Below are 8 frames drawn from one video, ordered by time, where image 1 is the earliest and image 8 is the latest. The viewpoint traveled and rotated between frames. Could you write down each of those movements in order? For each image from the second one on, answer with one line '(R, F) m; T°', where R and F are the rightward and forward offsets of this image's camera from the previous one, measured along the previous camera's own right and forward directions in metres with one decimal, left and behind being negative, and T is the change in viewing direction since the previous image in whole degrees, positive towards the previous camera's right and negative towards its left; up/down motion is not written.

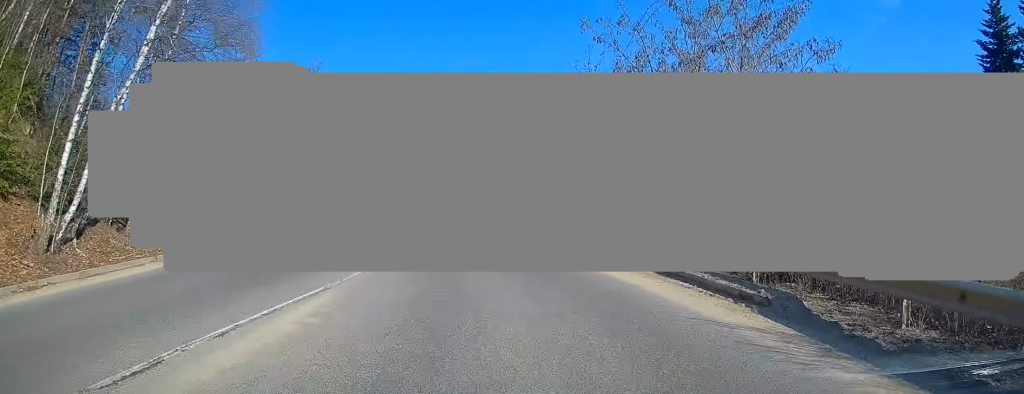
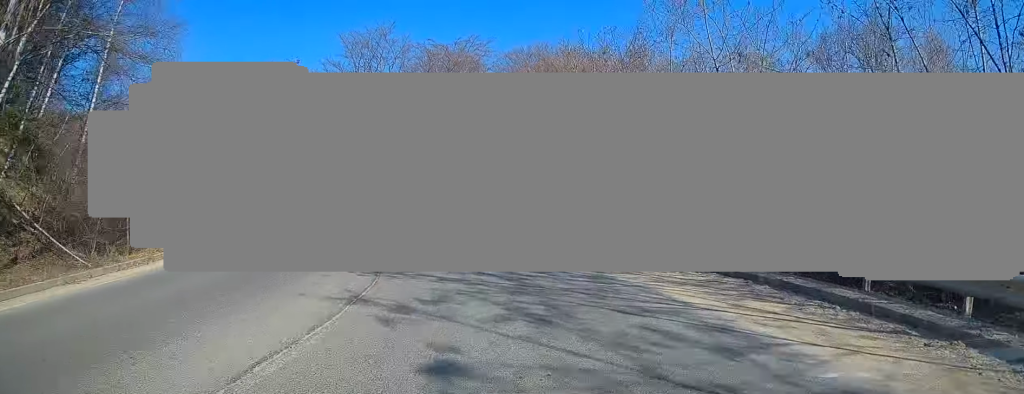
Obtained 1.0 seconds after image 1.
(-0.8, +13.4) m; -10°
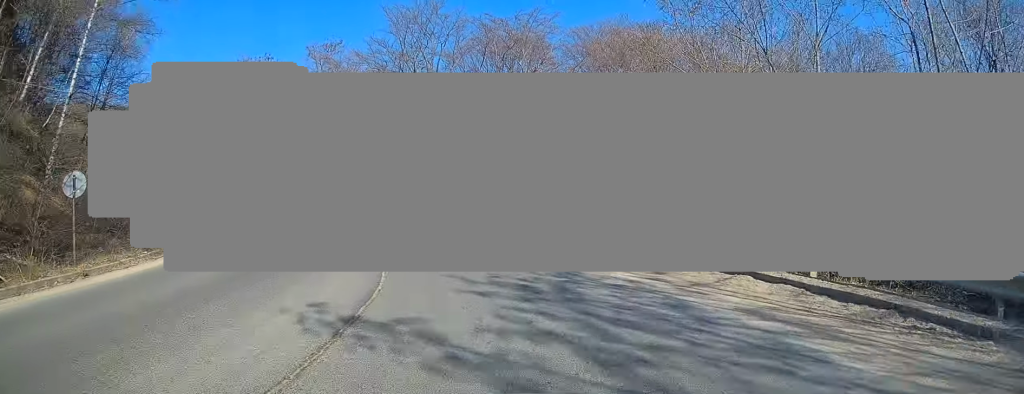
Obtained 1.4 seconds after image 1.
(-0.2, +5.9) m; -6°
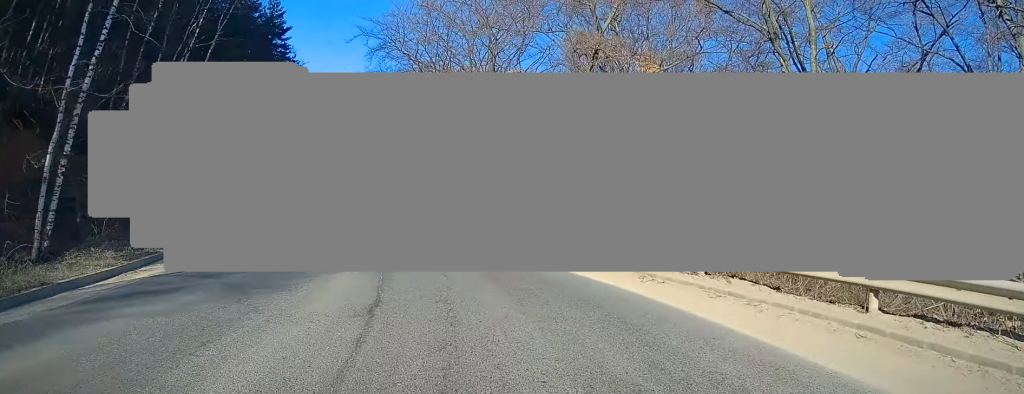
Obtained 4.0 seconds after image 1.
(-10.3, +30.9) m; -37°
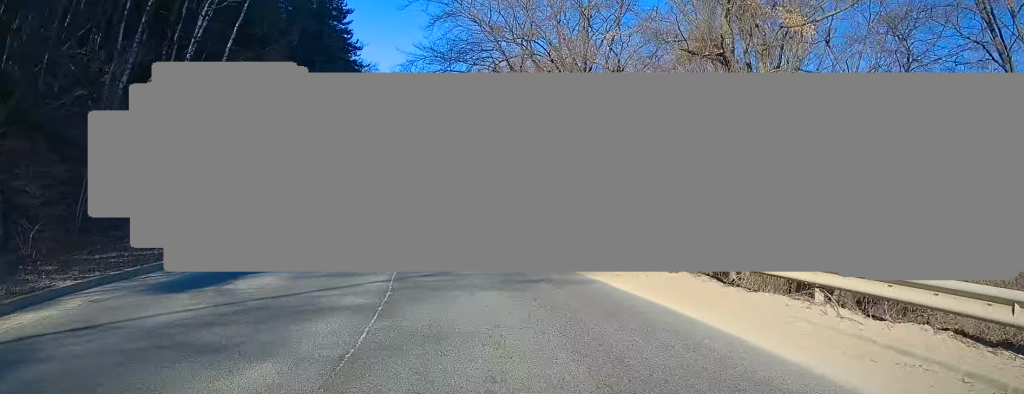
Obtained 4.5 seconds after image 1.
(-0.5, +7.0) m; -7°
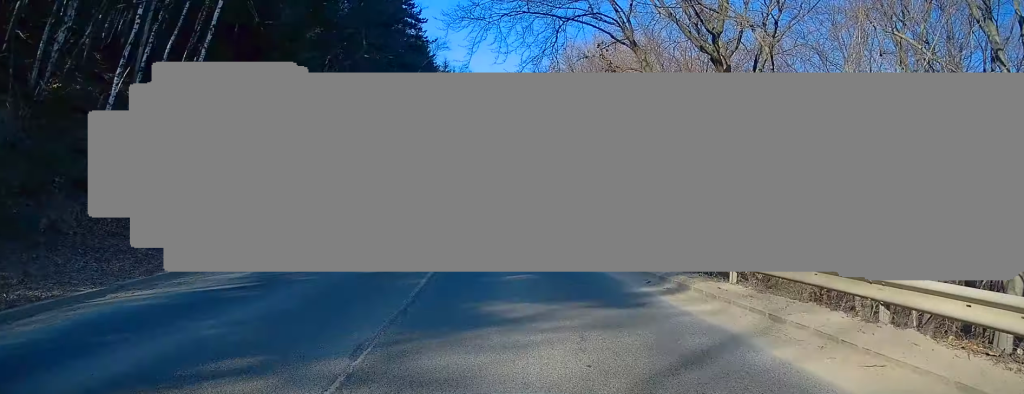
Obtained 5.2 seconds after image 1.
(-0.8, +8.8) m; -6°
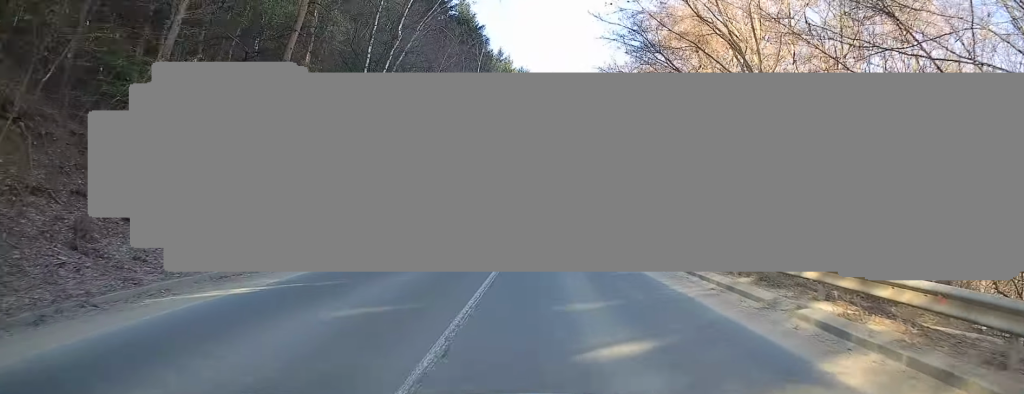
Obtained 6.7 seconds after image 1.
(-1.6, +21.4) m; -9°
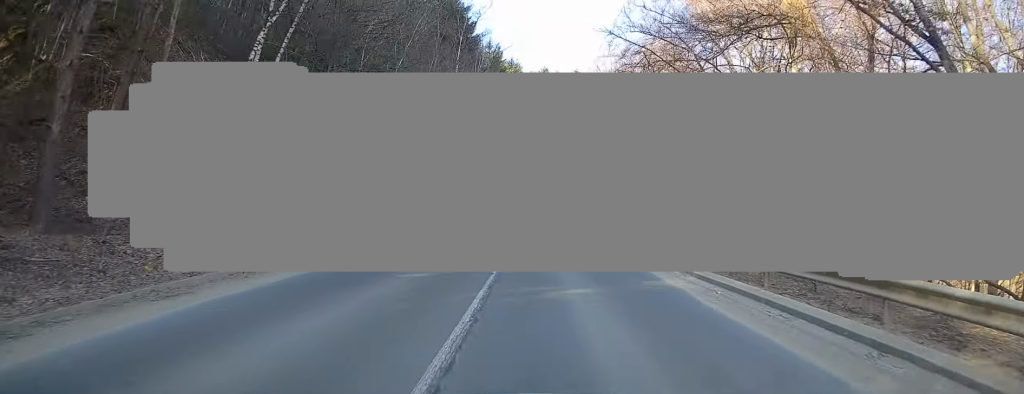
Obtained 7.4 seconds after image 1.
(-0.6, +10.1) m; -1°
